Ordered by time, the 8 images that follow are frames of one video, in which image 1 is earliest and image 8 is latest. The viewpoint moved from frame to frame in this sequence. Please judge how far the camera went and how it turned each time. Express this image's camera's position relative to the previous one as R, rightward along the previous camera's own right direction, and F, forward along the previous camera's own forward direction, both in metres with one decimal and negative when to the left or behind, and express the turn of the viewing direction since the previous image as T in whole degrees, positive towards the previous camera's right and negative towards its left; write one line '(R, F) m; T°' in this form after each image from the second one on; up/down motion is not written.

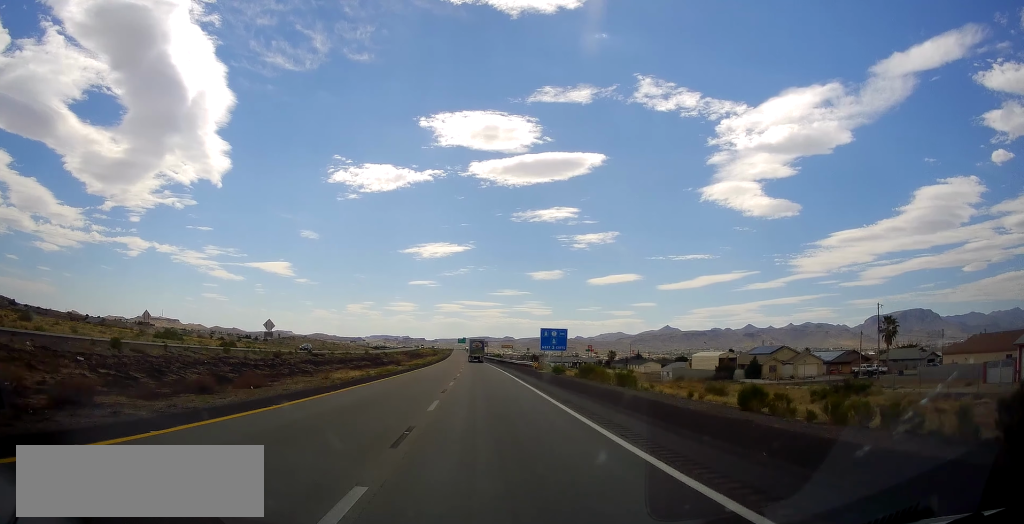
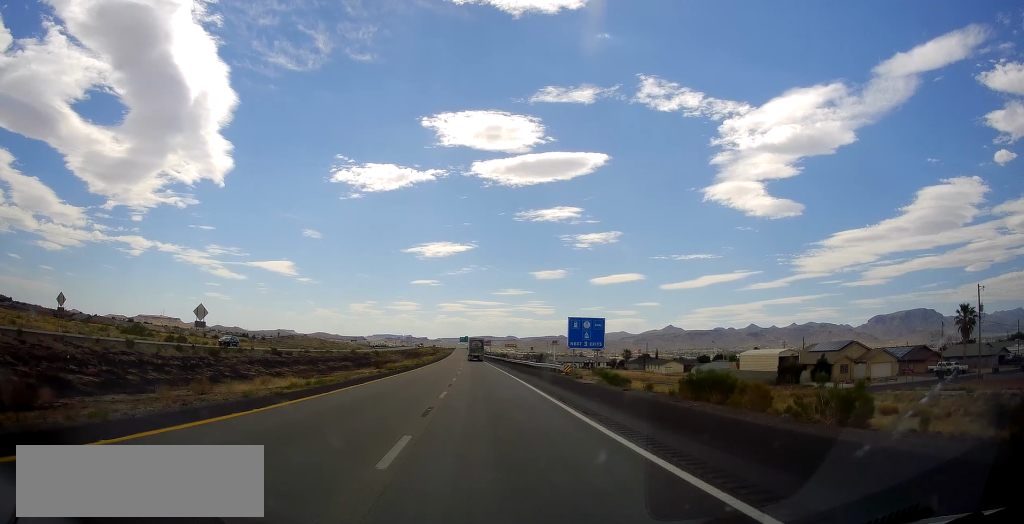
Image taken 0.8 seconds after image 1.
(0.0, +20.5) m; +1°
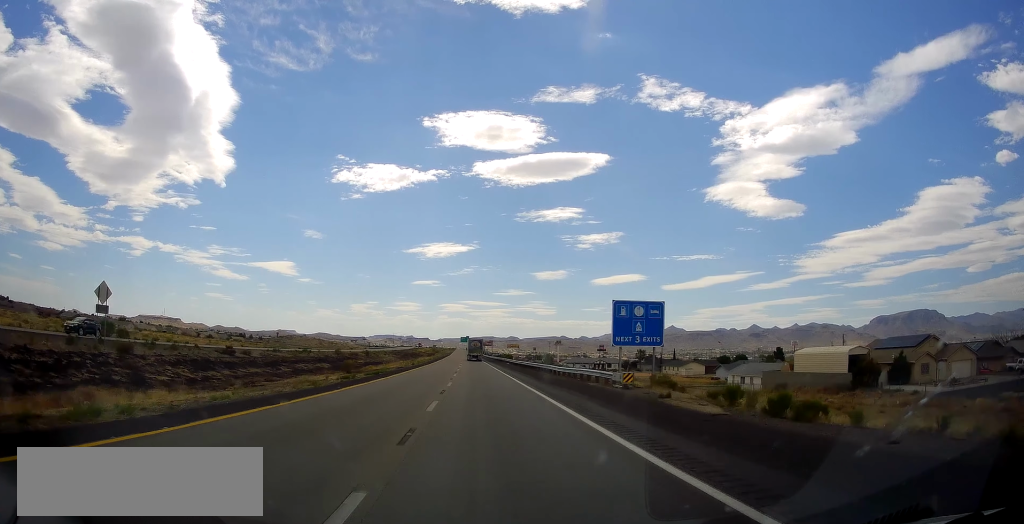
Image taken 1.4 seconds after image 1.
(+0.2, +16.8) m; 0°
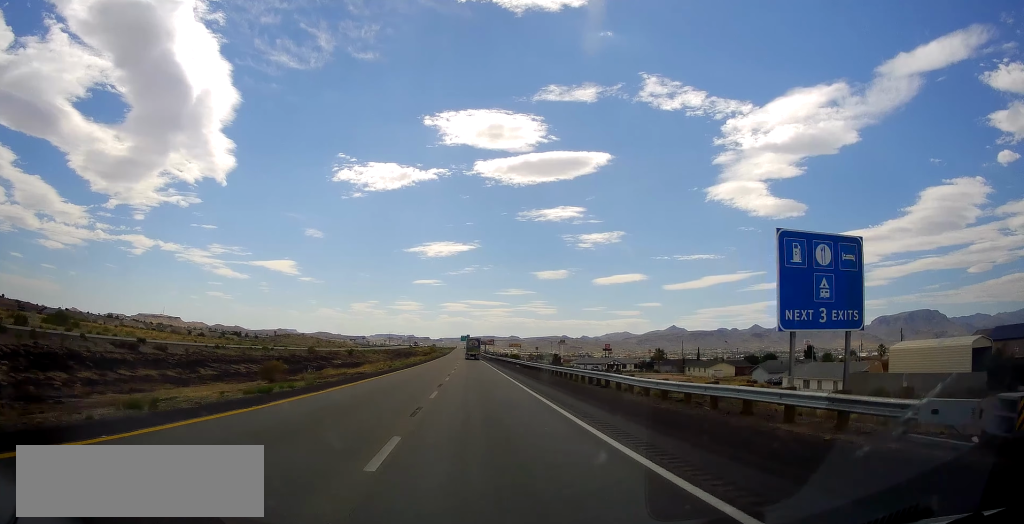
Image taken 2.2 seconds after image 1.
(+0.1, +20.3) m; 0°
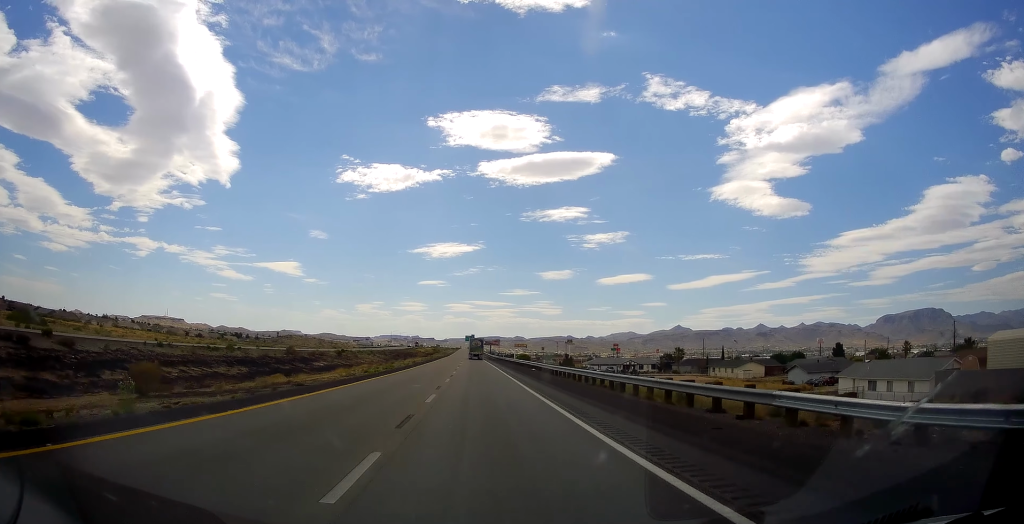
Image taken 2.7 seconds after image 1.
(-0.2, +14.1) m; -1°
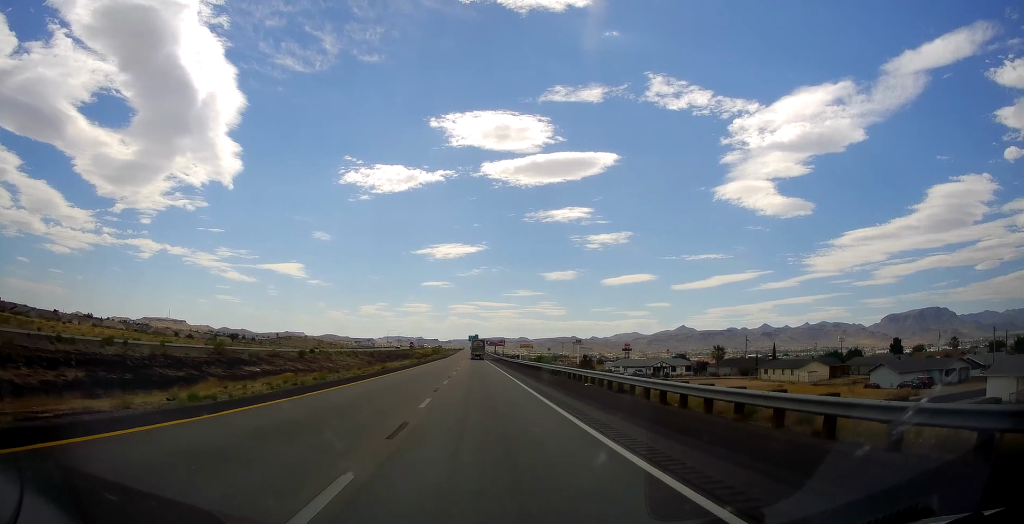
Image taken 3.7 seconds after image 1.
(-0.1, +26.2) m; -1°
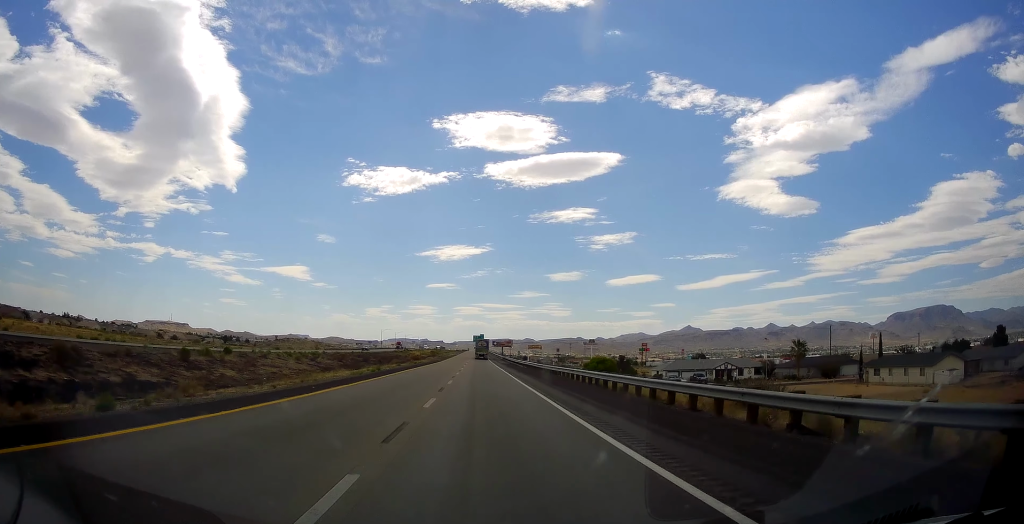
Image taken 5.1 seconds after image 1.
(-0.5, +36.4) m; 0°
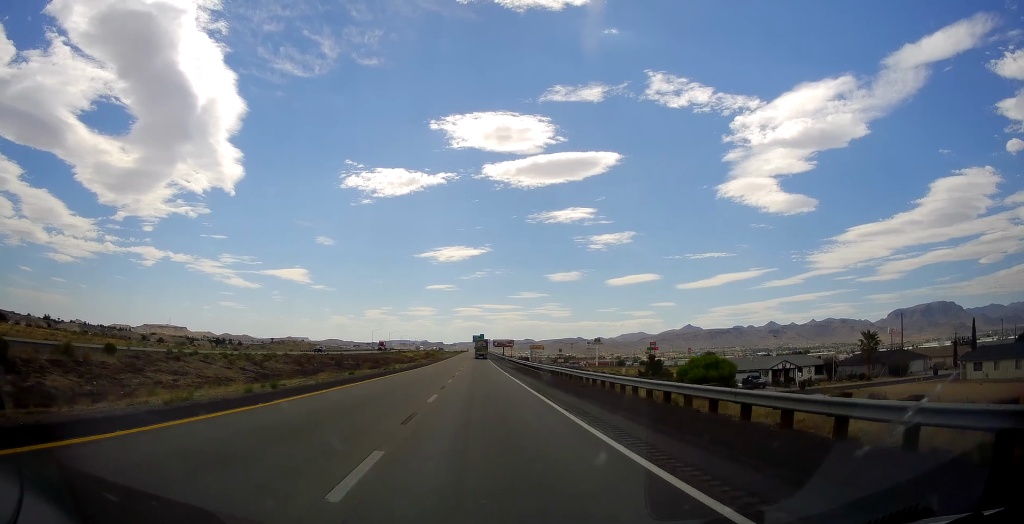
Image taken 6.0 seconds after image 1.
(+0.4, +22.5) m; 0°
